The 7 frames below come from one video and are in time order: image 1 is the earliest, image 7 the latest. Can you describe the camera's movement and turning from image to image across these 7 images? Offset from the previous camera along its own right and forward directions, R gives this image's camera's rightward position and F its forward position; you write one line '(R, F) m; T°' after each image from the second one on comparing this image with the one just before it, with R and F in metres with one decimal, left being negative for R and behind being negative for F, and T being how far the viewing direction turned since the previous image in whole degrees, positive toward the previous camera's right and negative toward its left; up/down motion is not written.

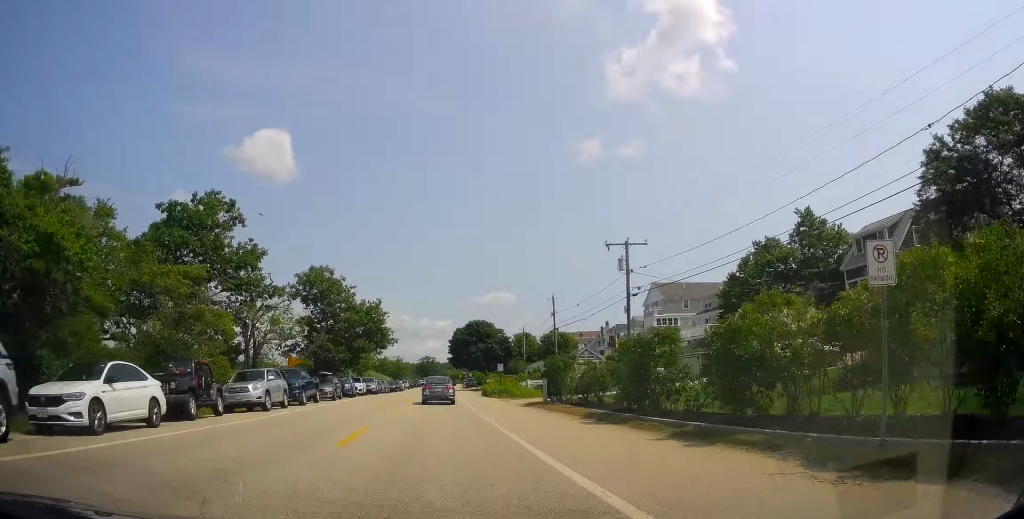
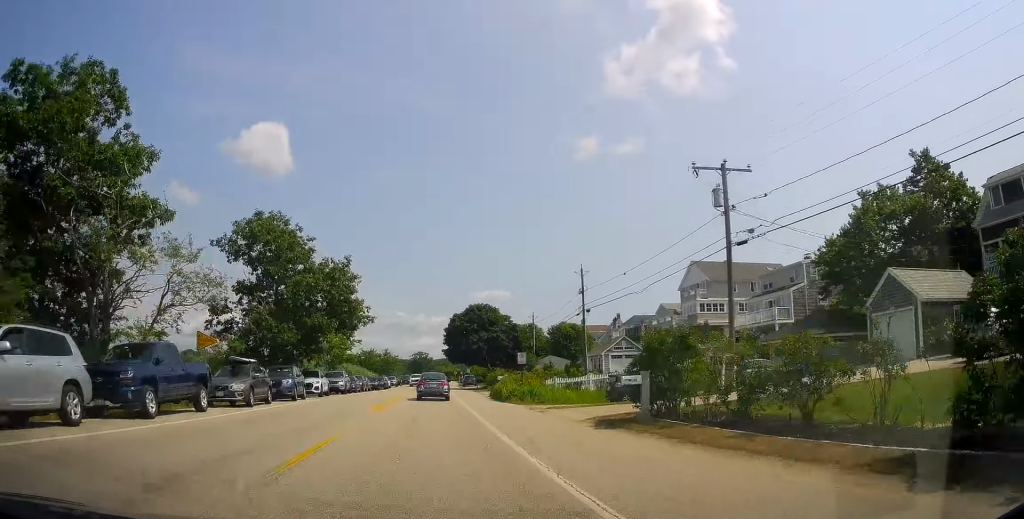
(0.0, +15.7) m; 0°
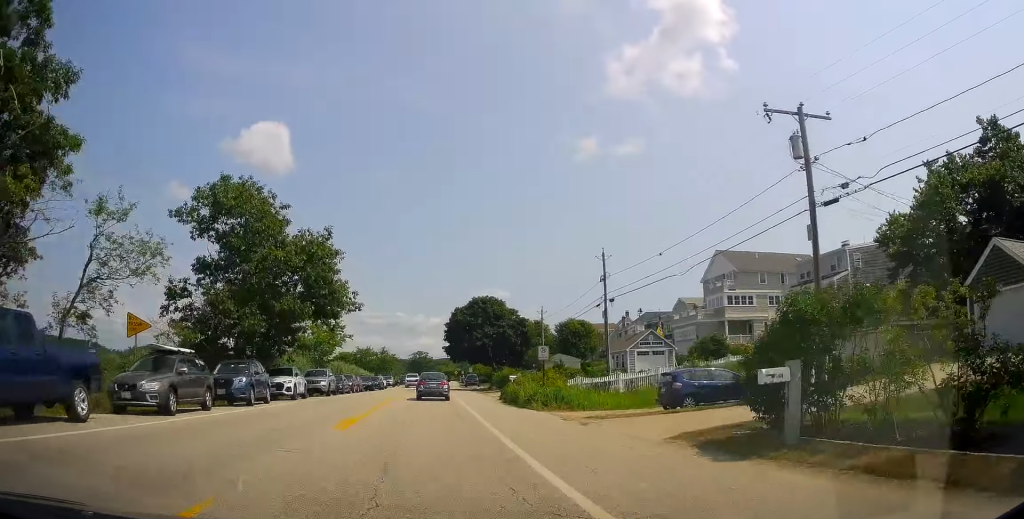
(0.0, +6.7) m; 0°
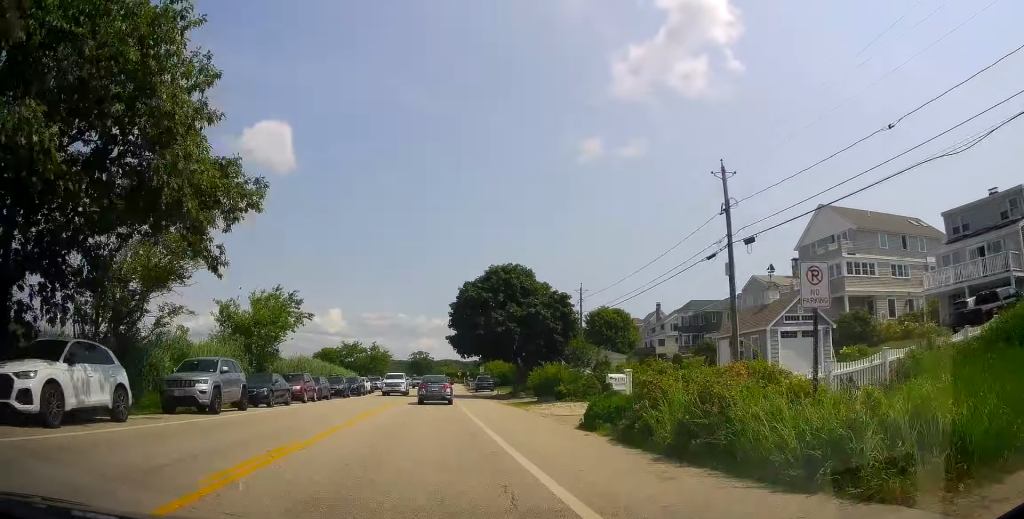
(0.0, +19.5) m; -1°
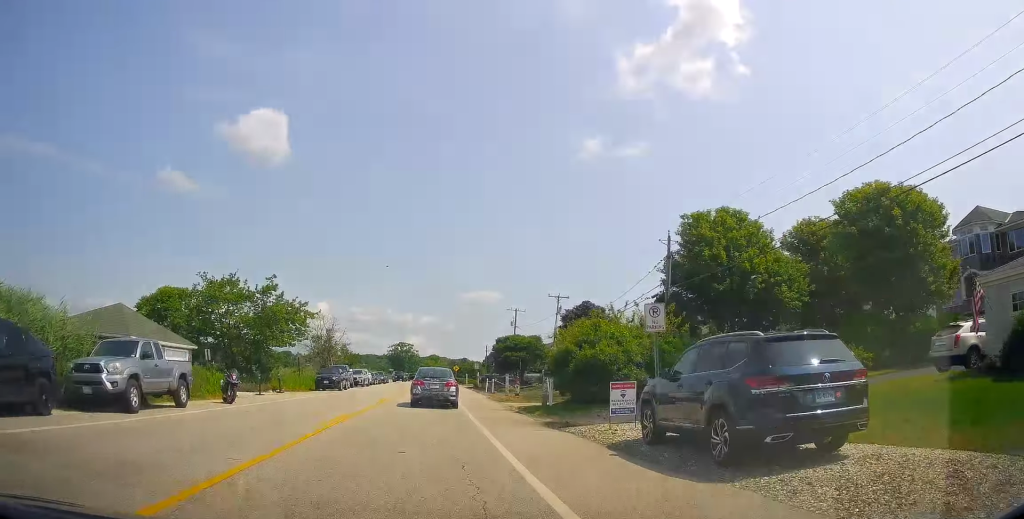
(+0.8, +56.1) m; +2°
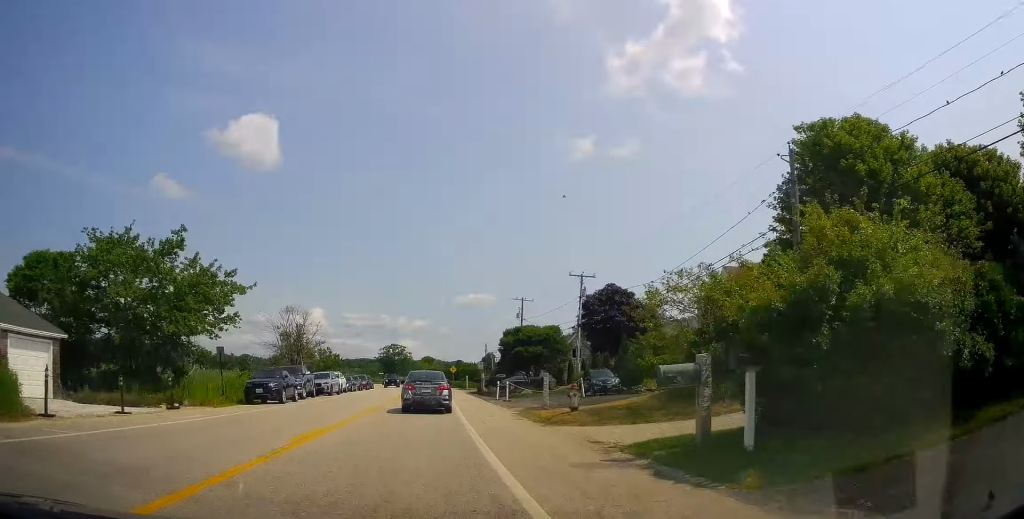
(0.0, +14.2) m; -1°
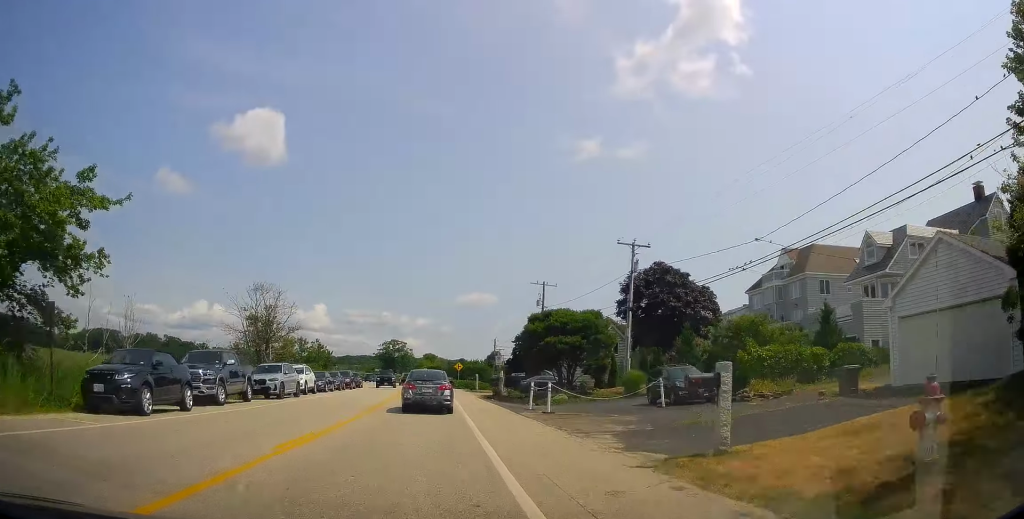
(-0.1, +13.2) m; 0°
